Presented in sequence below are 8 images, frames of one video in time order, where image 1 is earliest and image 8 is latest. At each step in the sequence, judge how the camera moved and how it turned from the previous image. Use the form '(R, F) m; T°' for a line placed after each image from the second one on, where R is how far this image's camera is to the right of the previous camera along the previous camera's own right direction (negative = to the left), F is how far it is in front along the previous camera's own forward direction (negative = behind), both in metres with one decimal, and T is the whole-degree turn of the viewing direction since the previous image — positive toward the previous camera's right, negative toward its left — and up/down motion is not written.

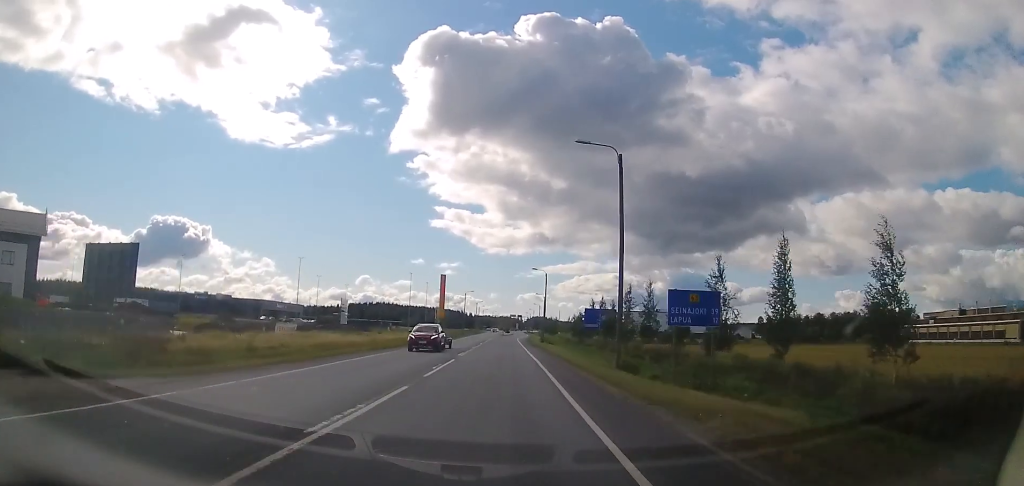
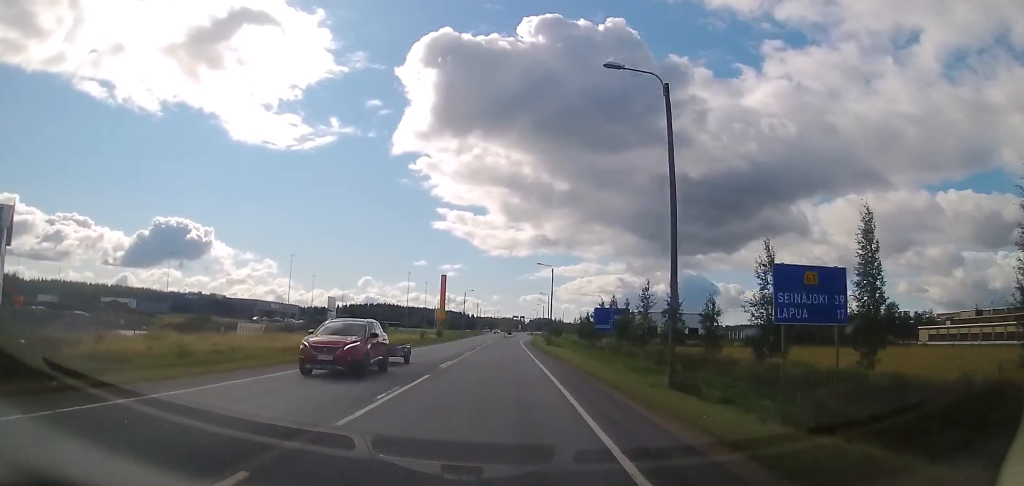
(-0.2, +8.3) m; 0°
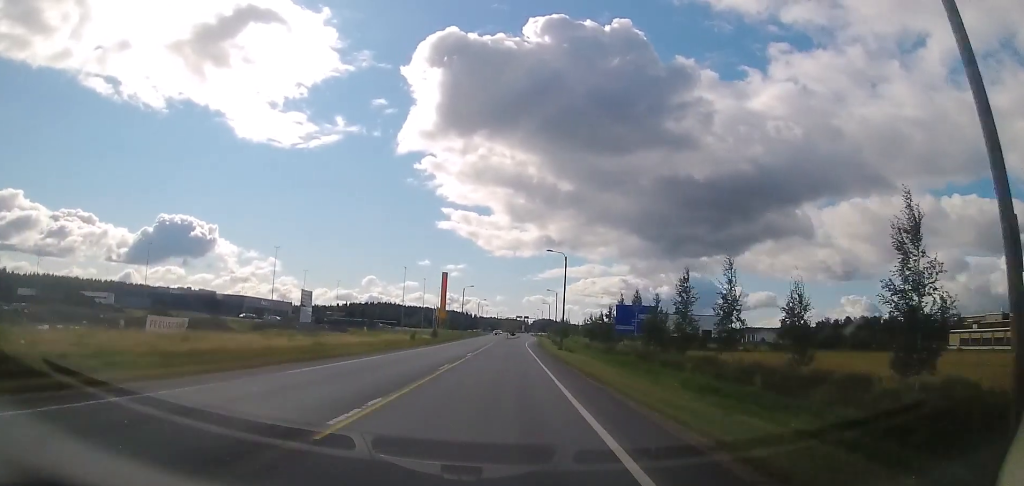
(+0.1, +13.1) m; 0°
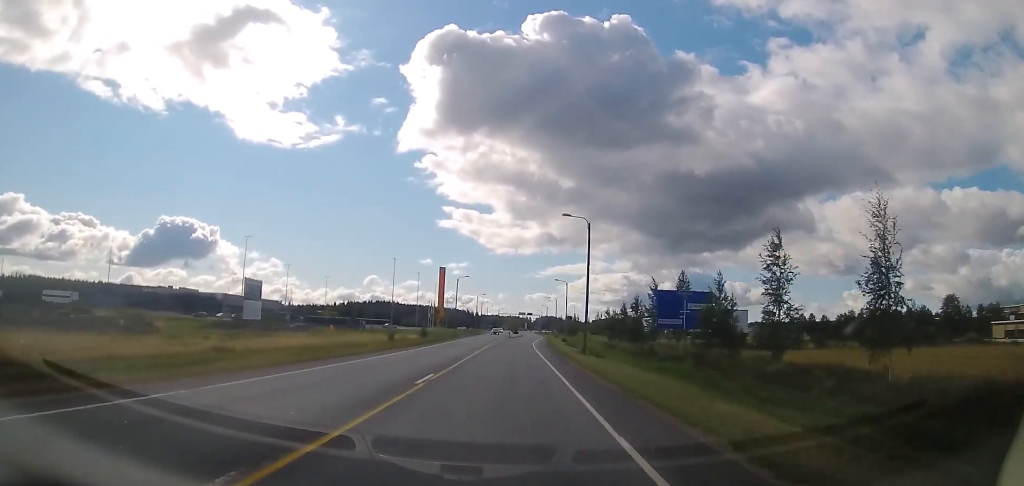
(0.0, +18.0) m; 0°
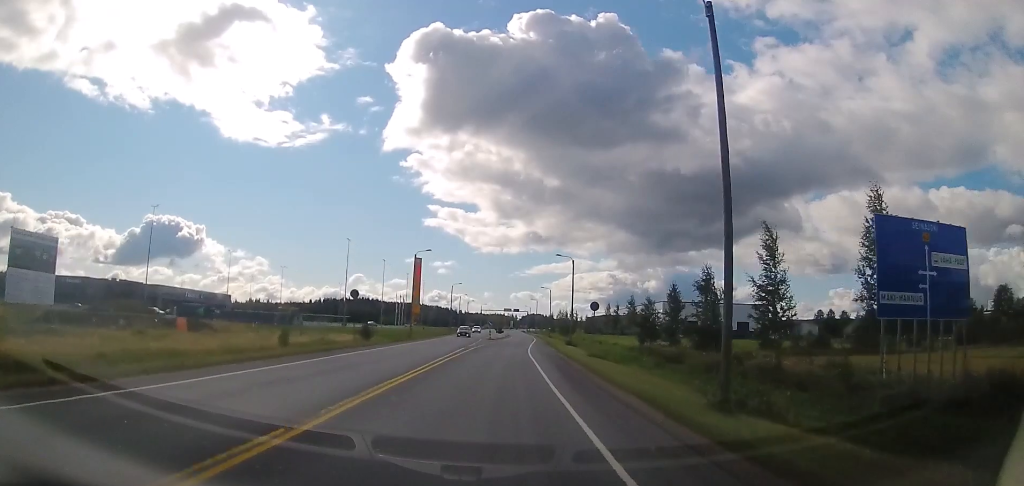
(+0.4, +31.9) m; +1°
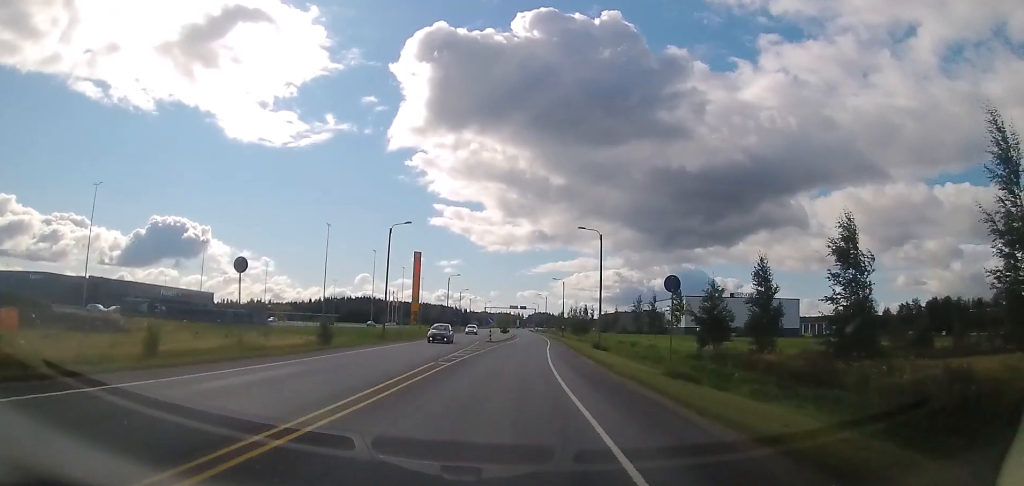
(+0.1, +17.8) m; +1°
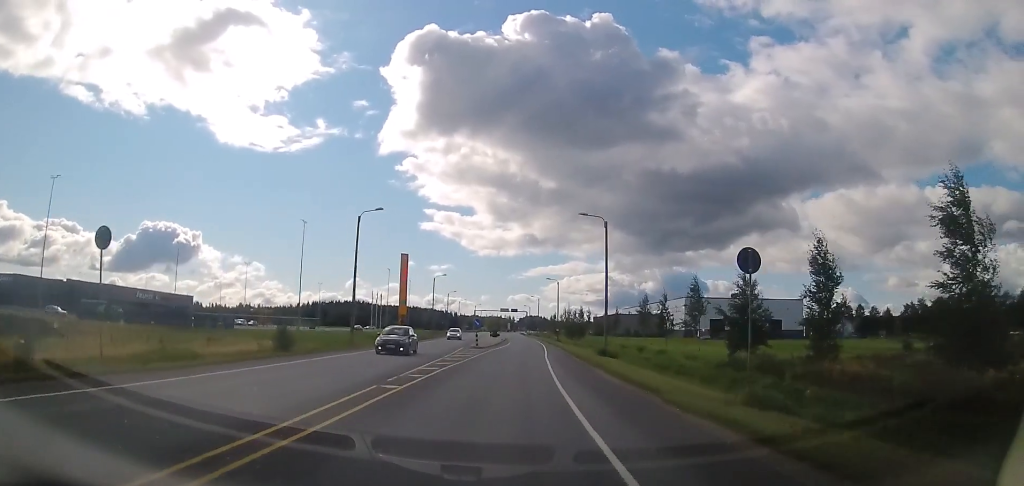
(0.0, +7.9) m; 0°
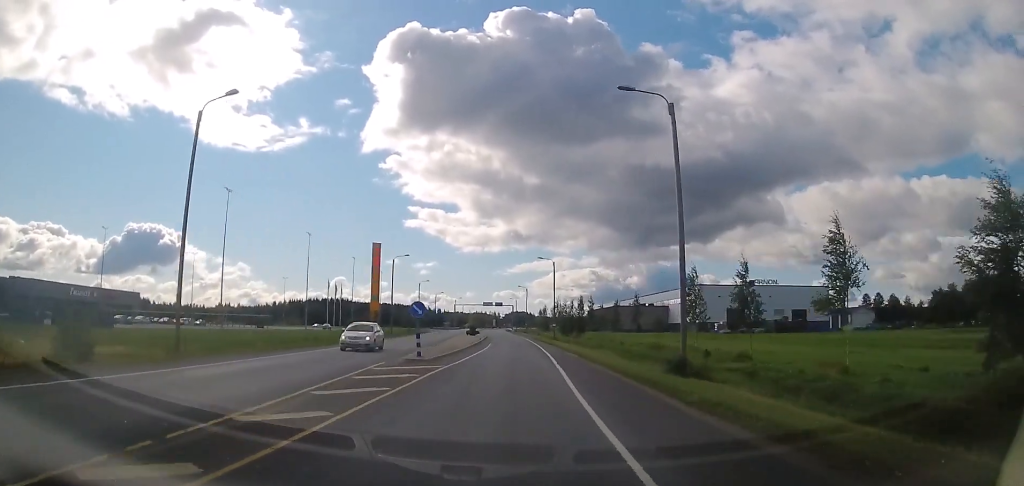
(+0.3, +22.7) m; +1°
